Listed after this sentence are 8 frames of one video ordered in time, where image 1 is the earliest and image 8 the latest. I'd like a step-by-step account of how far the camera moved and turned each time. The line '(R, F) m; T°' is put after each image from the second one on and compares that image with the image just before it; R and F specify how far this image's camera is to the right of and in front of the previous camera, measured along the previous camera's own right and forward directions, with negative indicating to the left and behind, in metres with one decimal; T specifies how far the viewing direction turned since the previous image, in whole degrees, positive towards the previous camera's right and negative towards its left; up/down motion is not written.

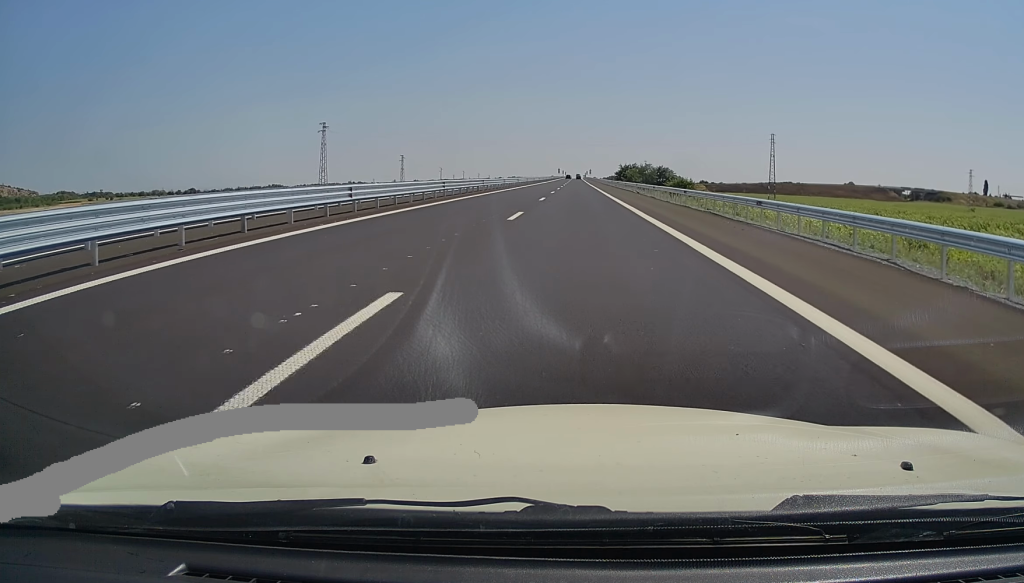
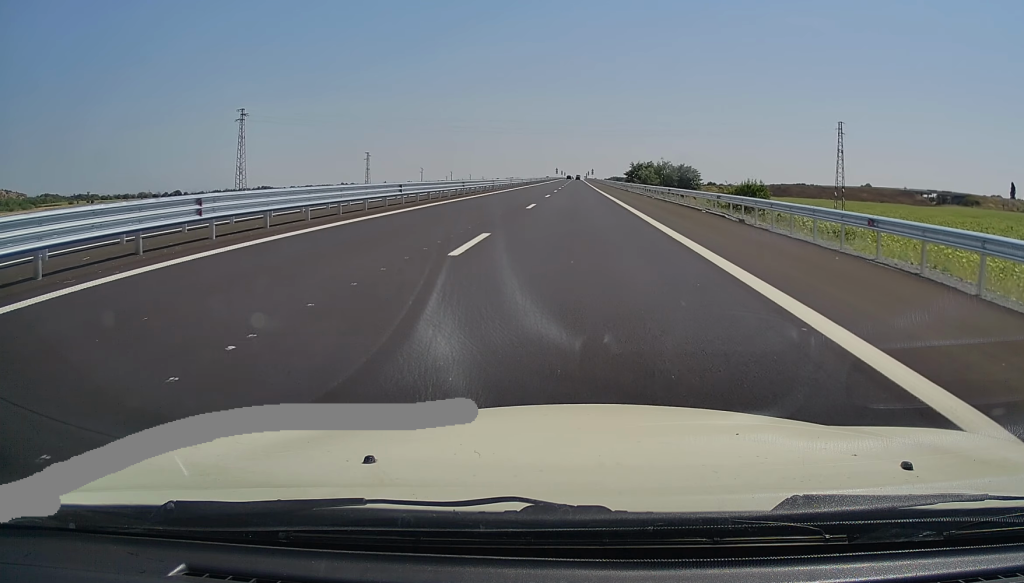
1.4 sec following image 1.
(0.0, +41.1) m; 0°
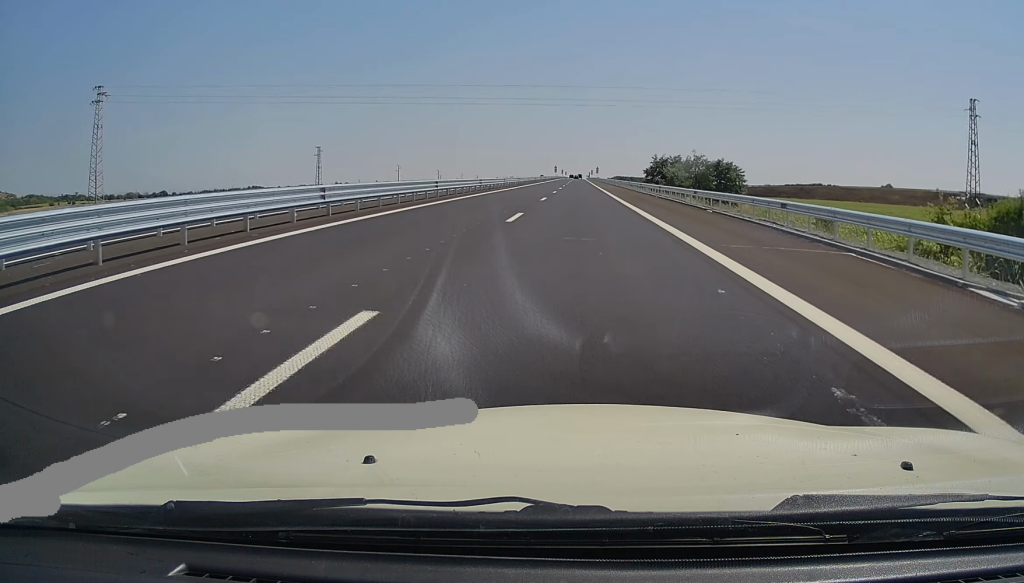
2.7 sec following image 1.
(0.0, +41.1) m; -1°
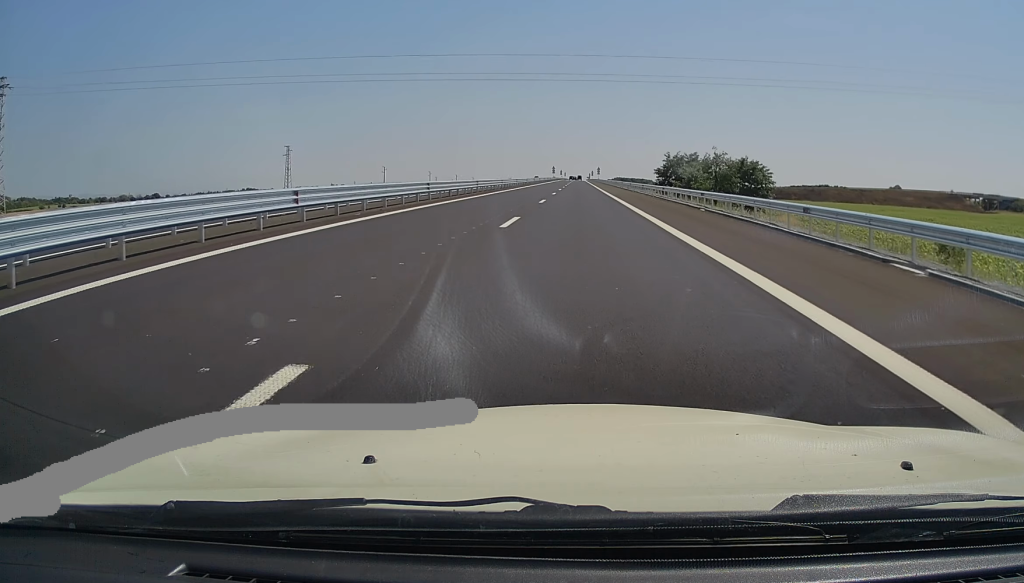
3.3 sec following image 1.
(-0.1, +18.0) m; 0°
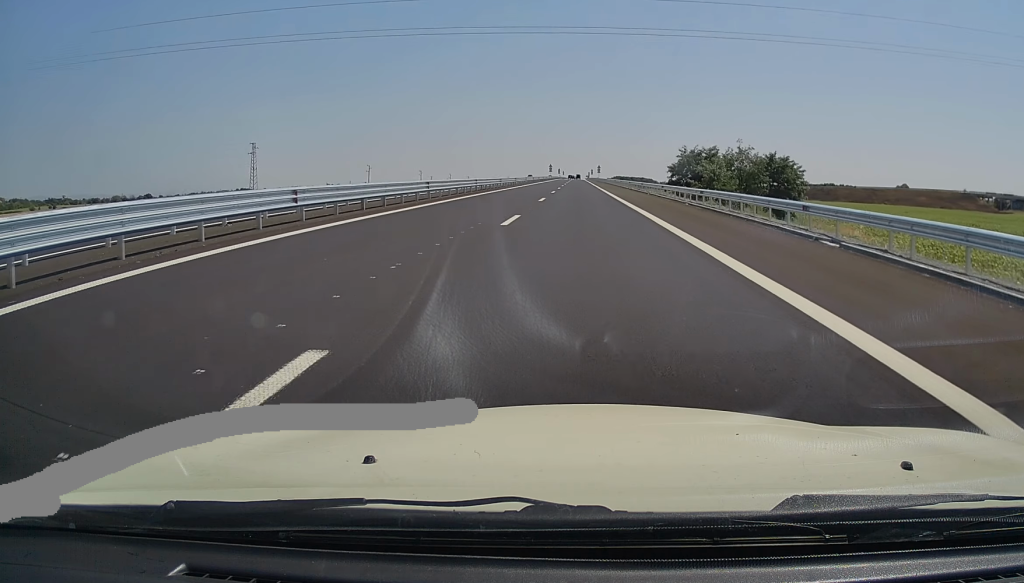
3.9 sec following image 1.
(-0.3, +16.0) m; 0°
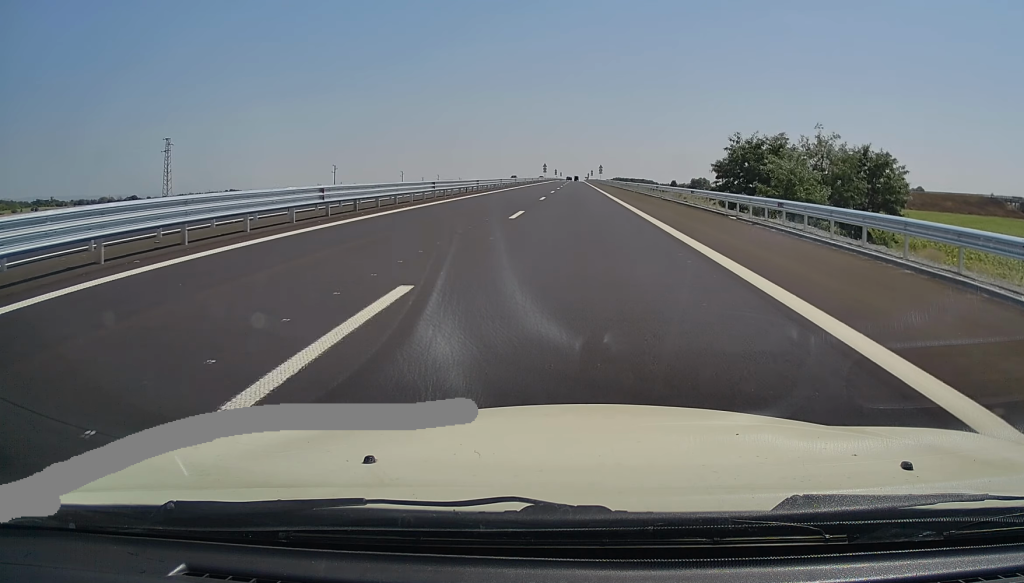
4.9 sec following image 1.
(+0.3, +30.0) m; +1°
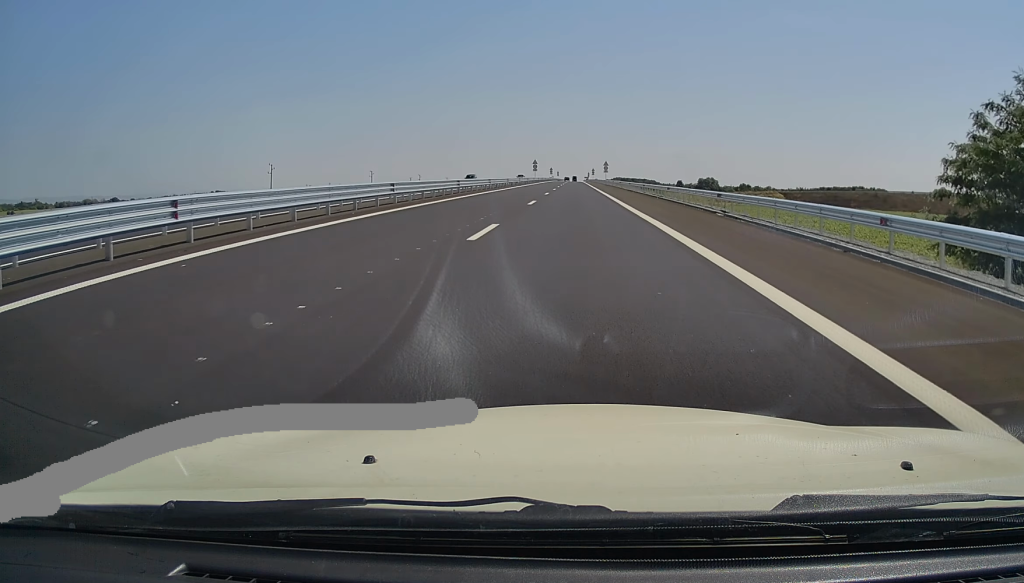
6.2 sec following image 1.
(+0.1, +39.6) m; 0°
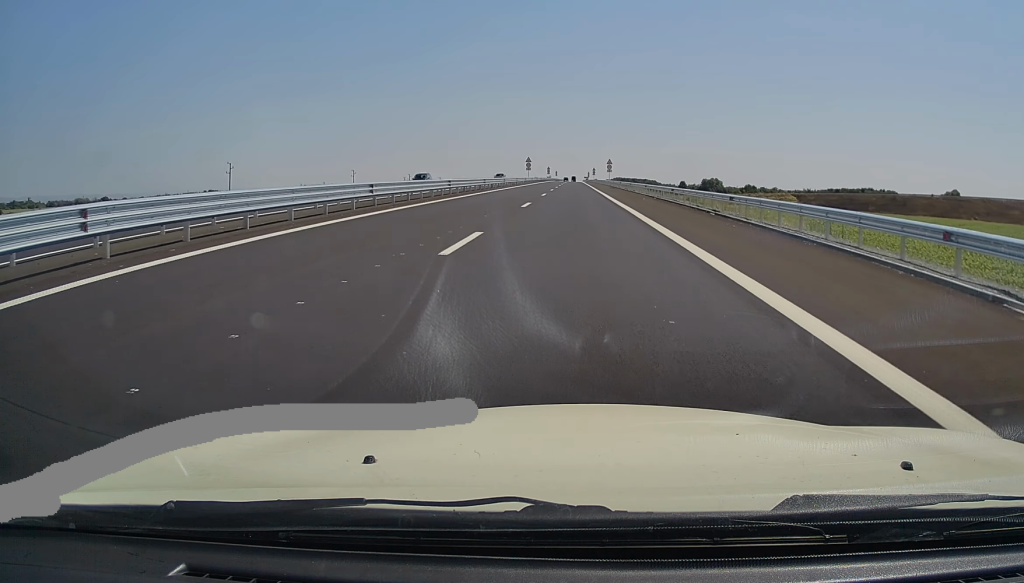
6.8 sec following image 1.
(-0.1, +18.6) m; 0°
